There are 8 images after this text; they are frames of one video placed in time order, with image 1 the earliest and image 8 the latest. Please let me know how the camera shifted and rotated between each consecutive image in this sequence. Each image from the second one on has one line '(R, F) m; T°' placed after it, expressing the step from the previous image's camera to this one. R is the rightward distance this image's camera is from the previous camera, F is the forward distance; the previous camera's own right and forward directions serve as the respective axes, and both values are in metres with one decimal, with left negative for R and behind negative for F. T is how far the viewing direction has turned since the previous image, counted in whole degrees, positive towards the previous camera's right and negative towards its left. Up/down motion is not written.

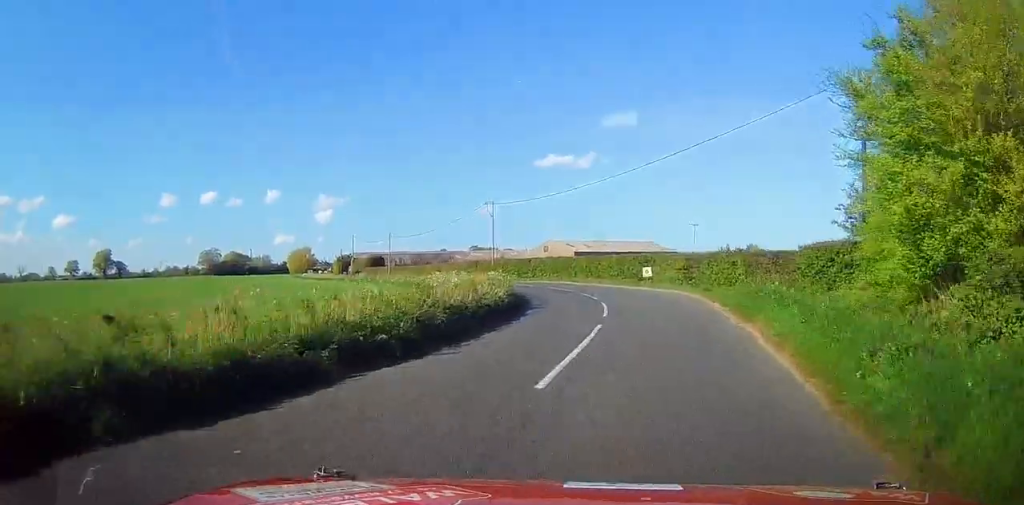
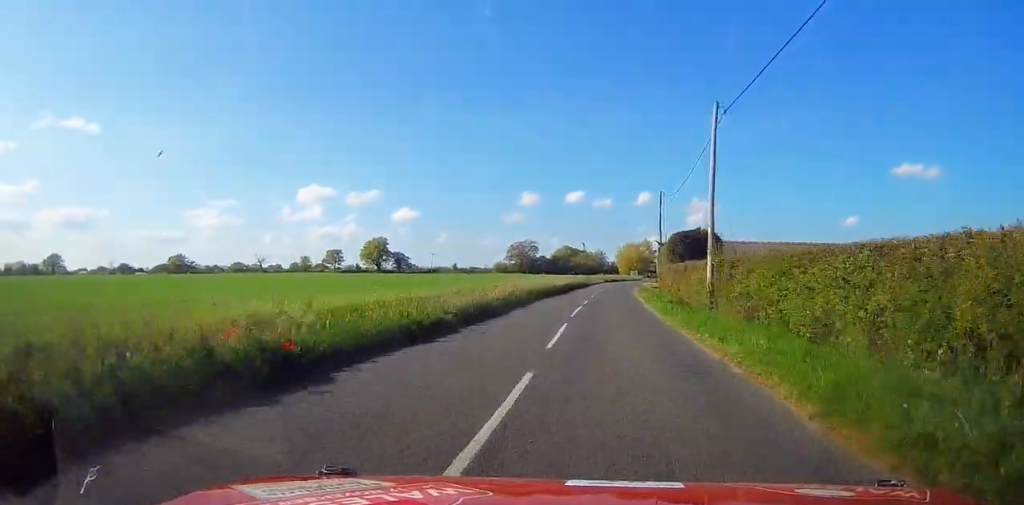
(-18.3, +83.4) m; -26°
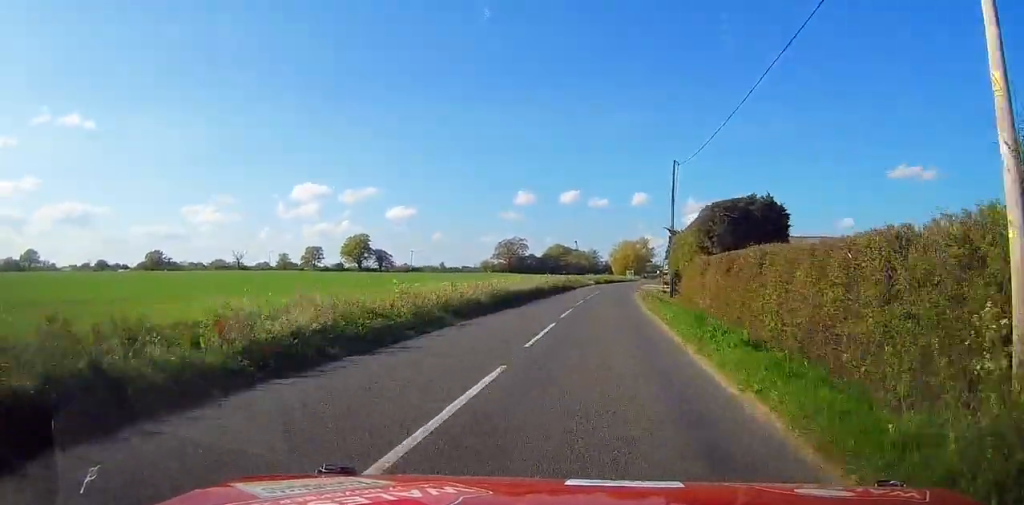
(-0.5, +17.0) m; -2°
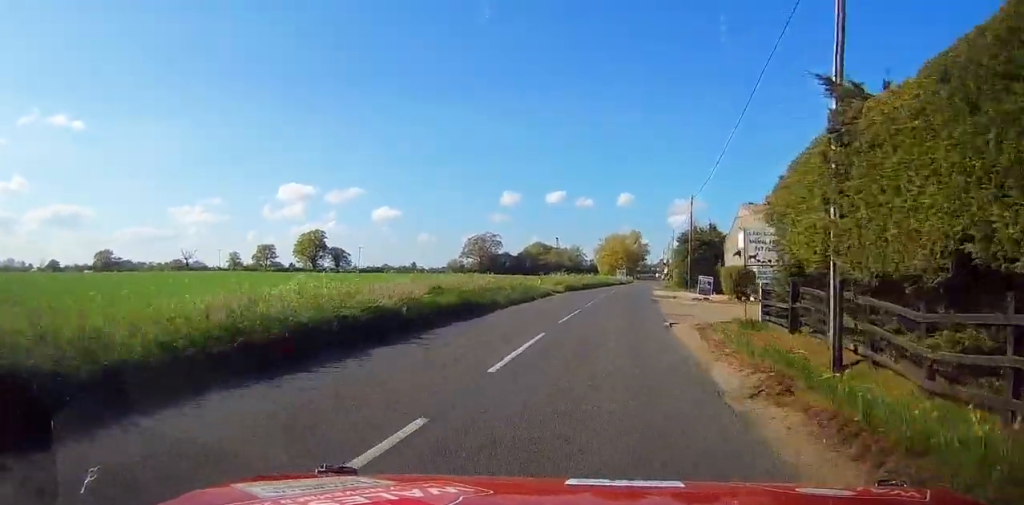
(-0.4, +35.1) m; 0°
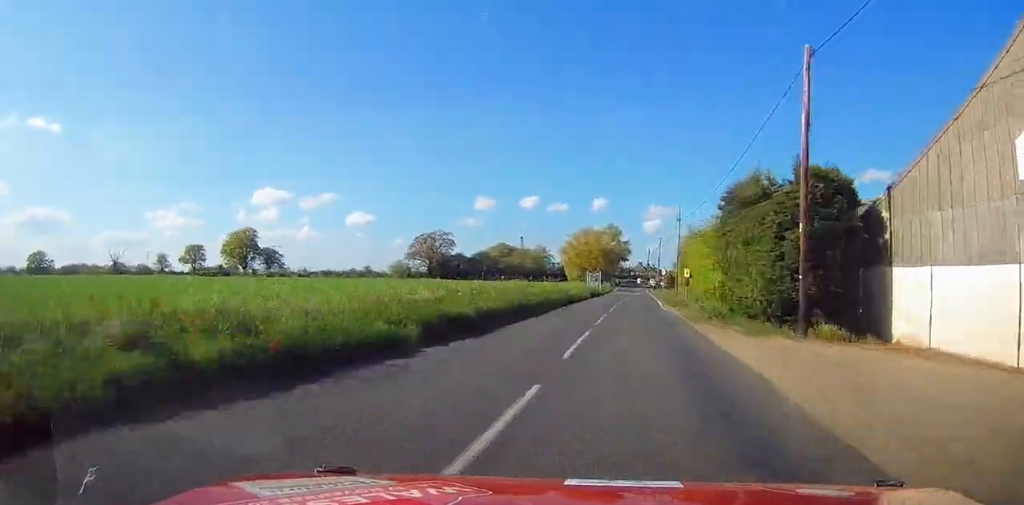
(+0.6, +37.8) m; +2°
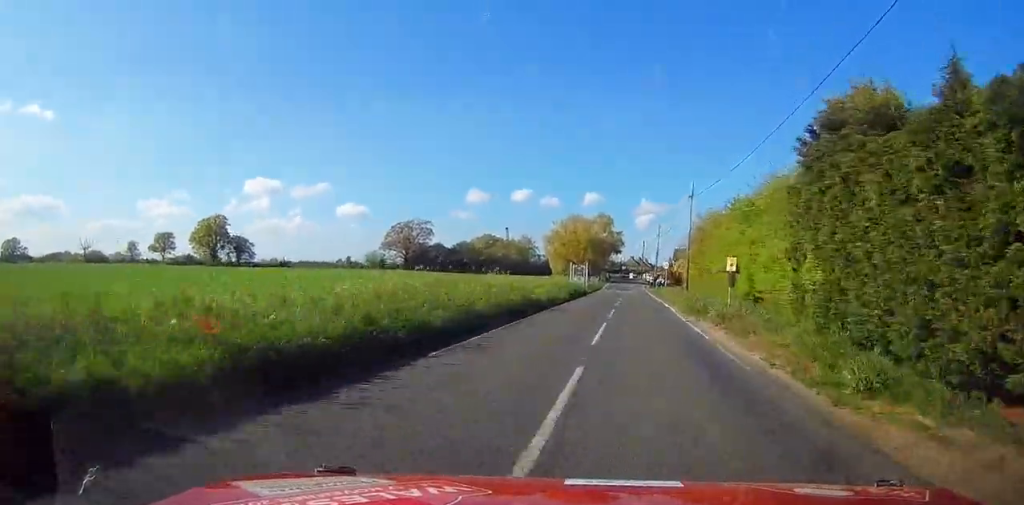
(0.0, +14.6) m; +1°
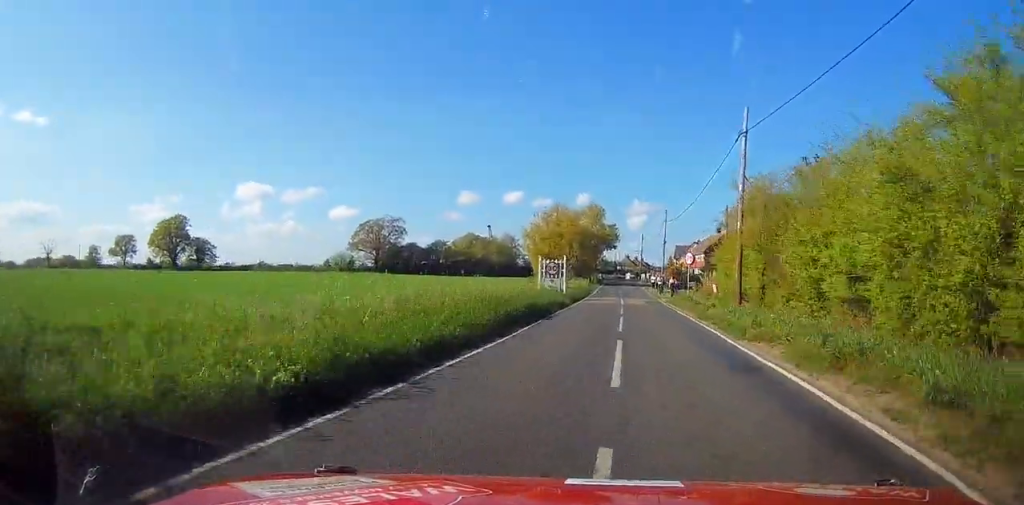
(+0.3, +20.4) m; 0°
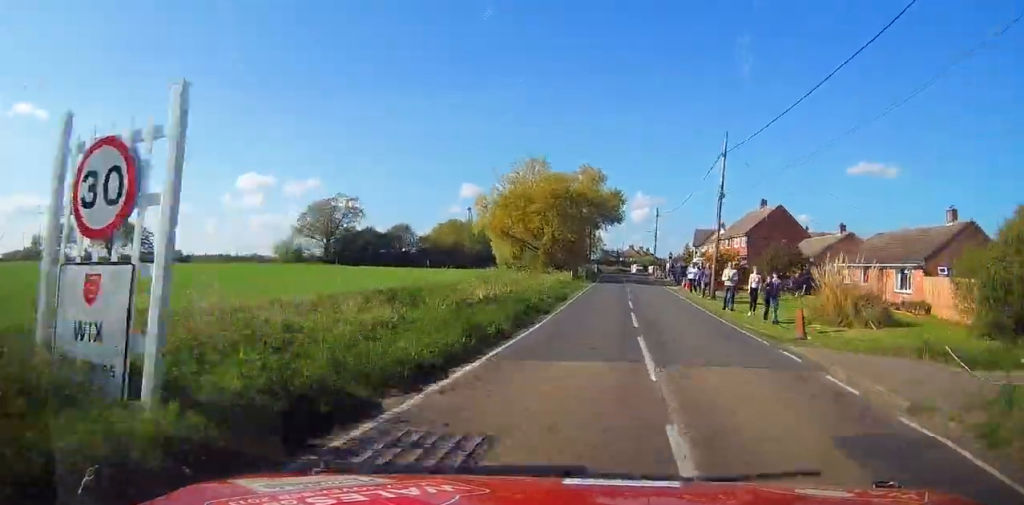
(+0.2, +32.4) m; 0°
